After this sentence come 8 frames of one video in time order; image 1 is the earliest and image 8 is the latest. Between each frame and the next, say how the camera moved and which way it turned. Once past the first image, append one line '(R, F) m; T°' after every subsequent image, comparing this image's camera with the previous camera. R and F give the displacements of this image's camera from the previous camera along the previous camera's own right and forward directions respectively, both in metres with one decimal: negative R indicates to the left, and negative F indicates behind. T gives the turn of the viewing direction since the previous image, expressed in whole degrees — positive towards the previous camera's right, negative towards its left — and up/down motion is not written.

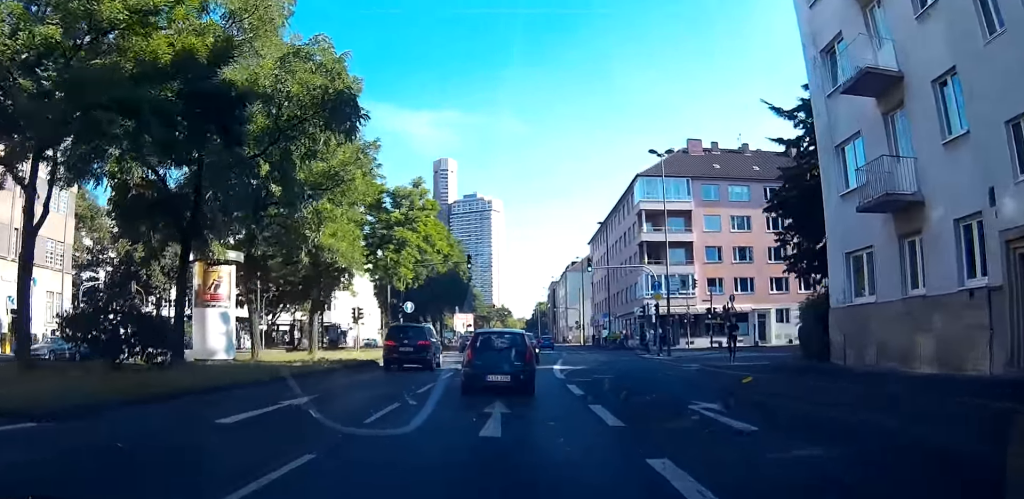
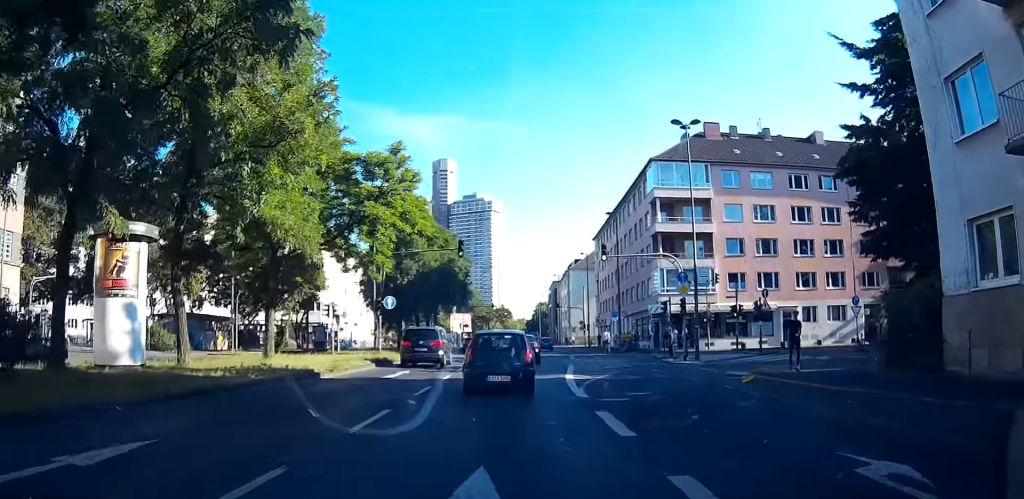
(+0.1, +7.6) m; +1°
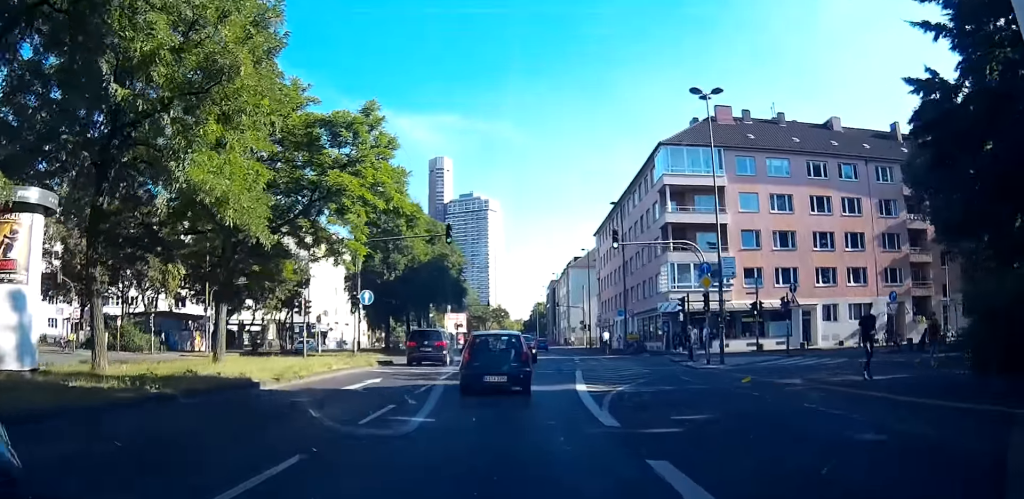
(0.0, +5.4) m; +1°
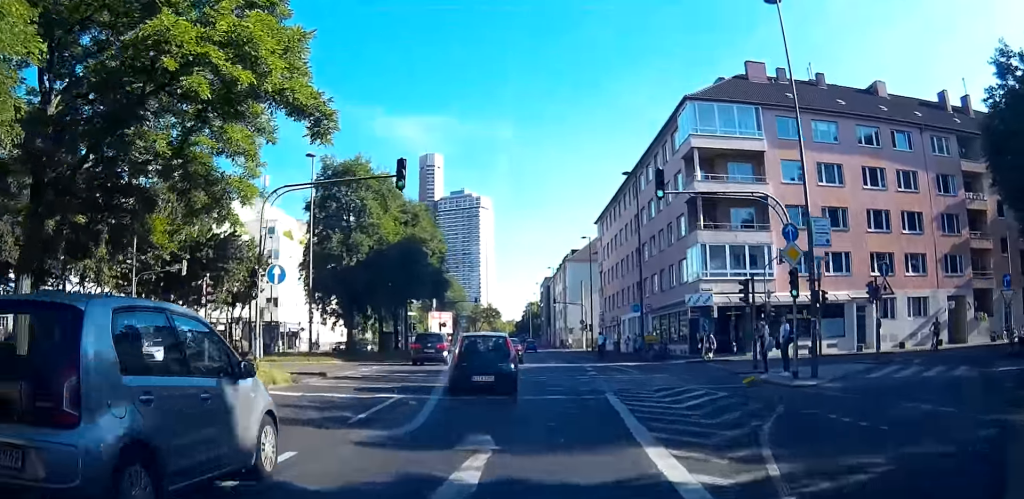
(0.0, +12.1) m; +1°
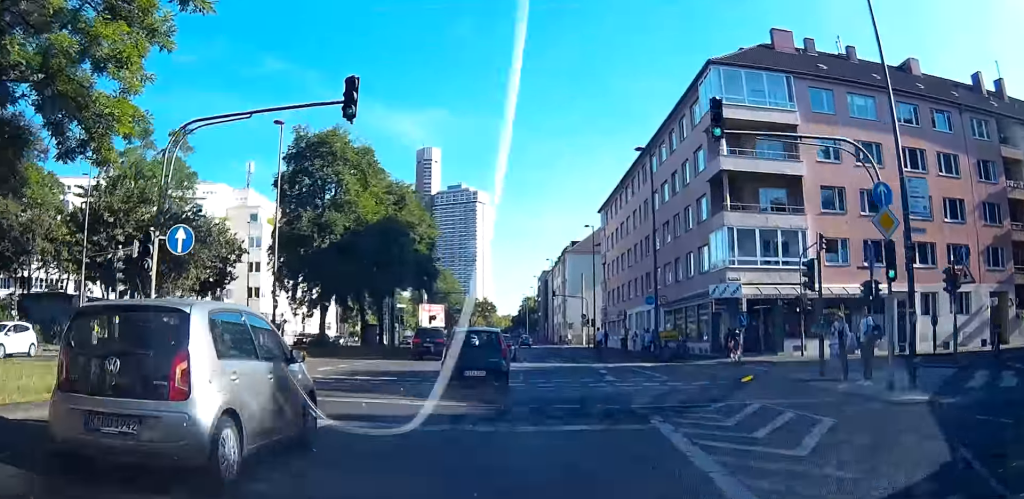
(+0.1, +6.3) m; 0°
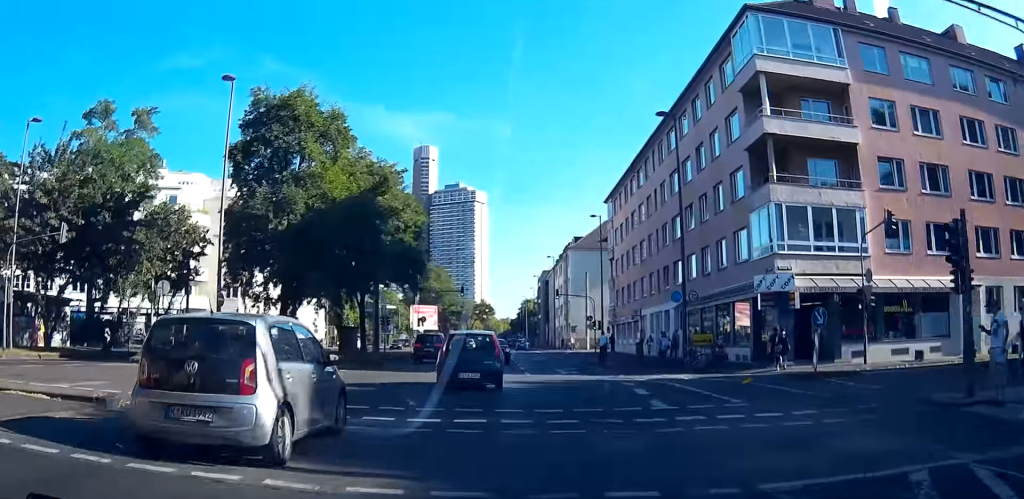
(0.0, +7.2) m; -1°
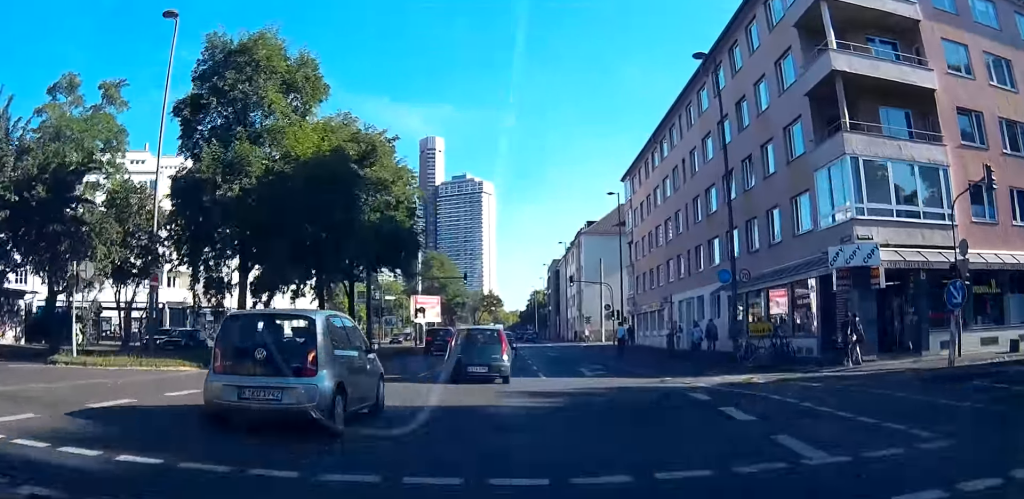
(-0.1, +6.8) m; -1°
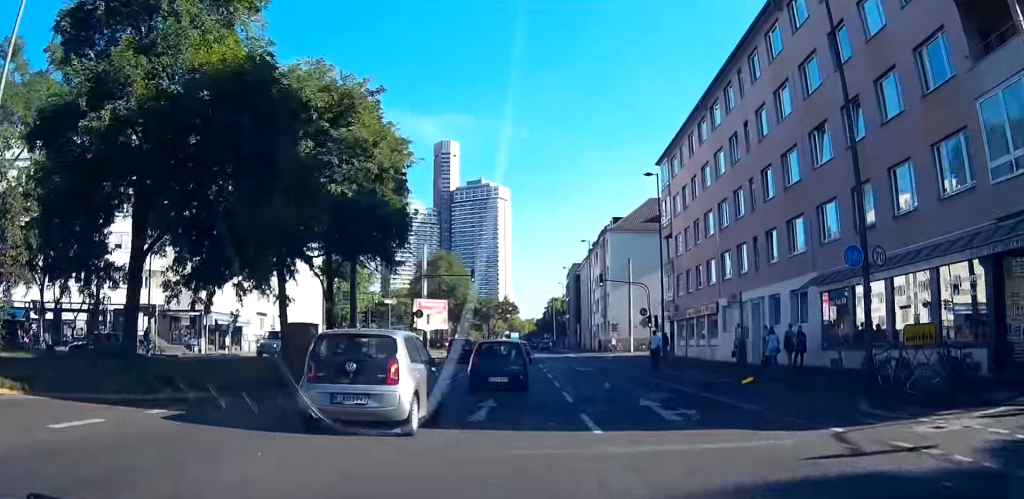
(-0.2, +10.1) m; -1°
